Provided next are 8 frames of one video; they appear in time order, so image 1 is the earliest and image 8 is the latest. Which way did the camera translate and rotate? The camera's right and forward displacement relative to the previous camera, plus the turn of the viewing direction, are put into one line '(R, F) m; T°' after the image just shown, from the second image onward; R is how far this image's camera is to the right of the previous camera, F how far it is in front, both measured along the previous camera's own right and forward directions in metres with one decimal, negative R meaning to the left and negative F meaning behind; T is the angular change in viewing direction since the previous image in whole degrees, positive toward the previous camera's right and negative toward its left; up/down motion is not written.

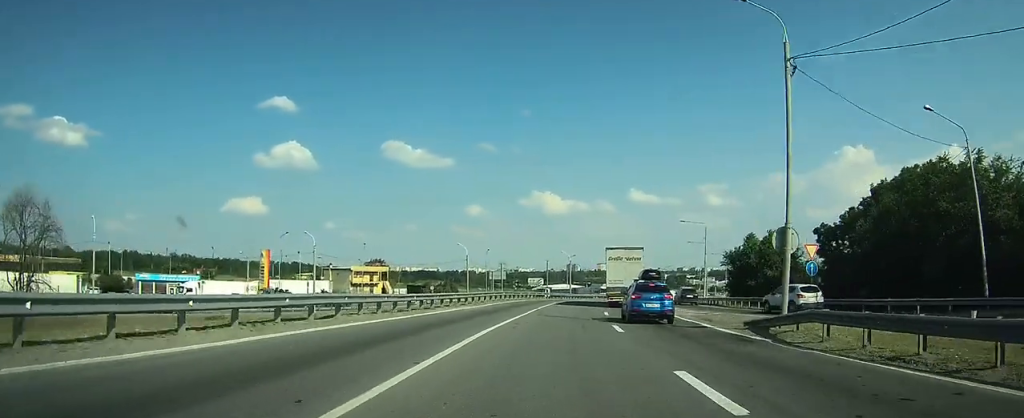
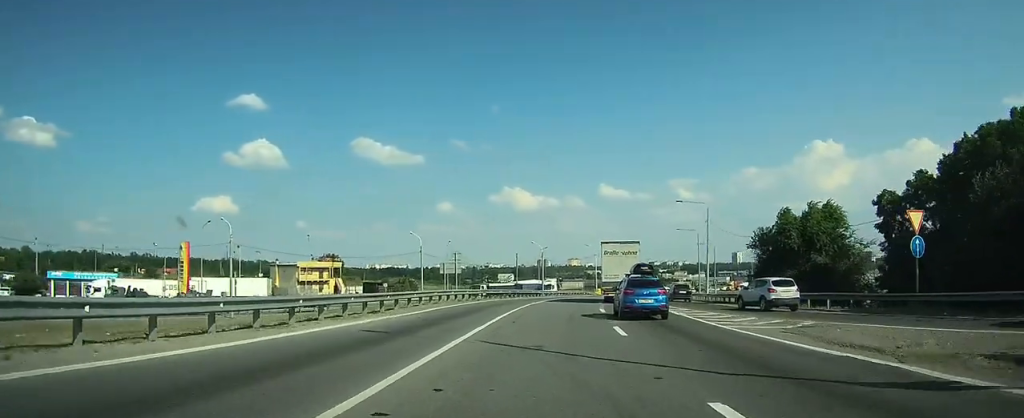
(+0.2, +14.9) m; +2°
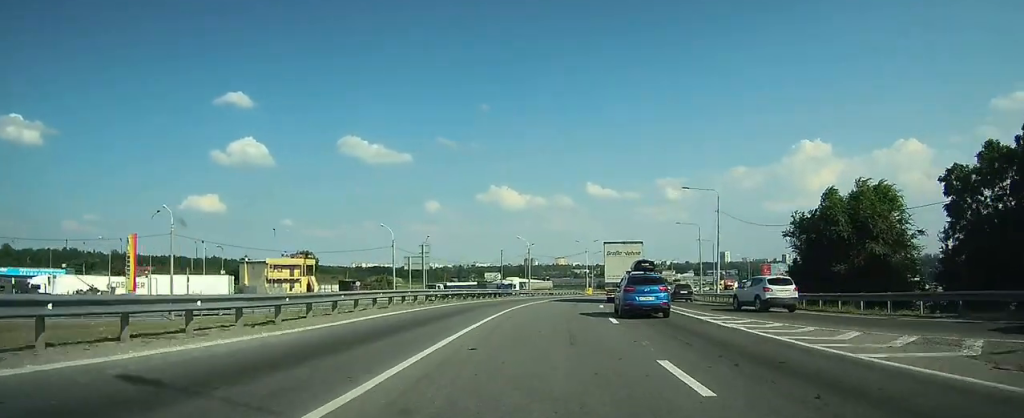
(+0.2, +8.6) m; +2°
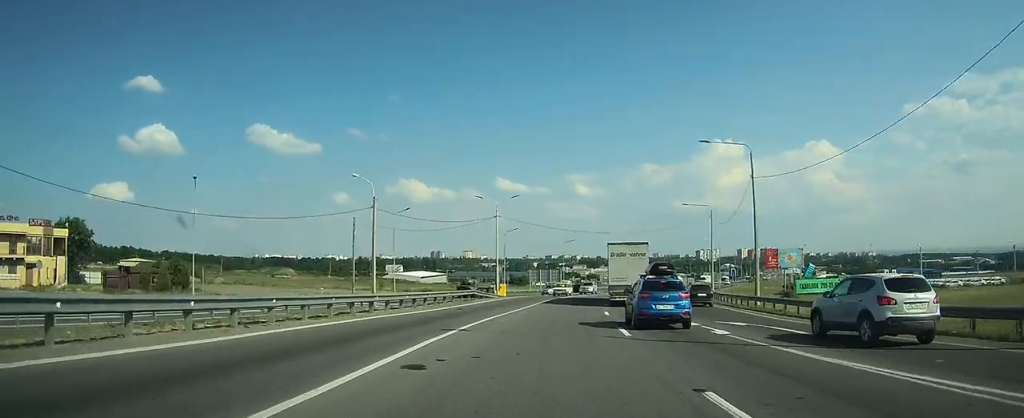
(+3.7, +50.0) m; +9°
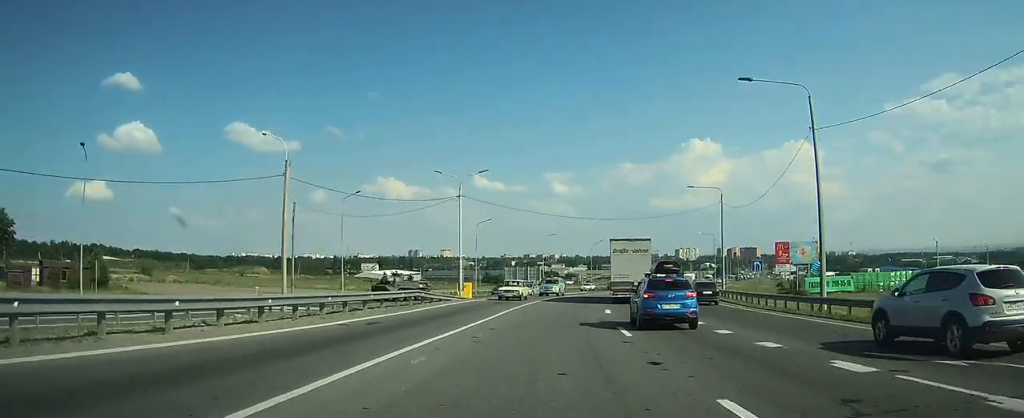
(+0.3, +12.3) m; +2°
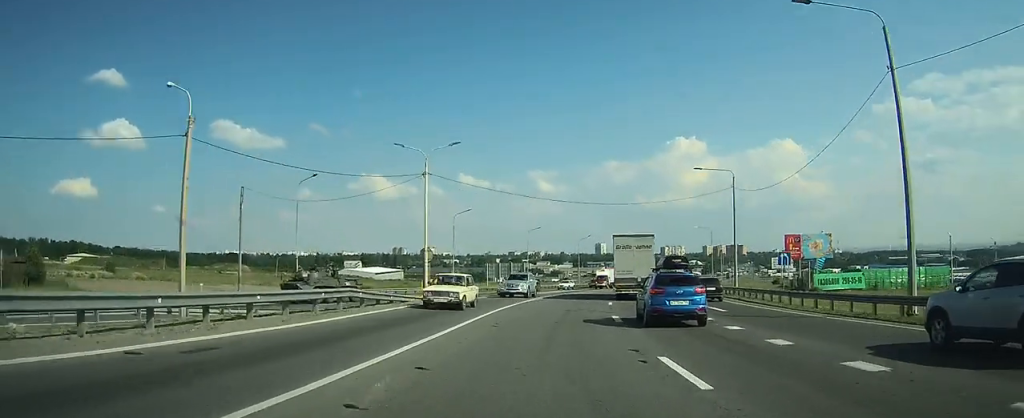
(+0.1, +8.2) m; +2°
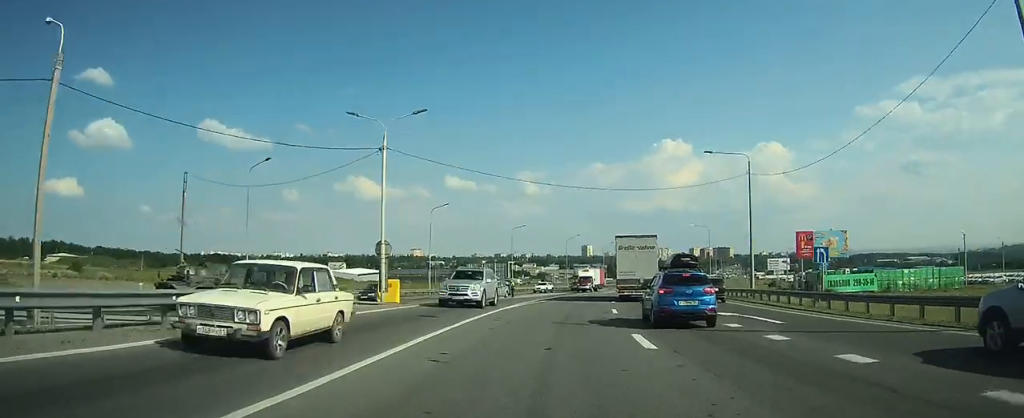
(+0.1, +7.2) m; +1°
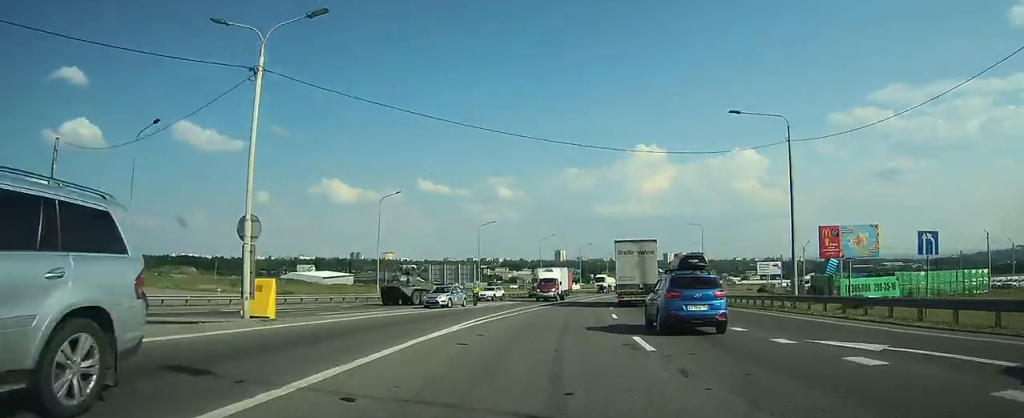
(+0.3, +11.9) m; +2°
